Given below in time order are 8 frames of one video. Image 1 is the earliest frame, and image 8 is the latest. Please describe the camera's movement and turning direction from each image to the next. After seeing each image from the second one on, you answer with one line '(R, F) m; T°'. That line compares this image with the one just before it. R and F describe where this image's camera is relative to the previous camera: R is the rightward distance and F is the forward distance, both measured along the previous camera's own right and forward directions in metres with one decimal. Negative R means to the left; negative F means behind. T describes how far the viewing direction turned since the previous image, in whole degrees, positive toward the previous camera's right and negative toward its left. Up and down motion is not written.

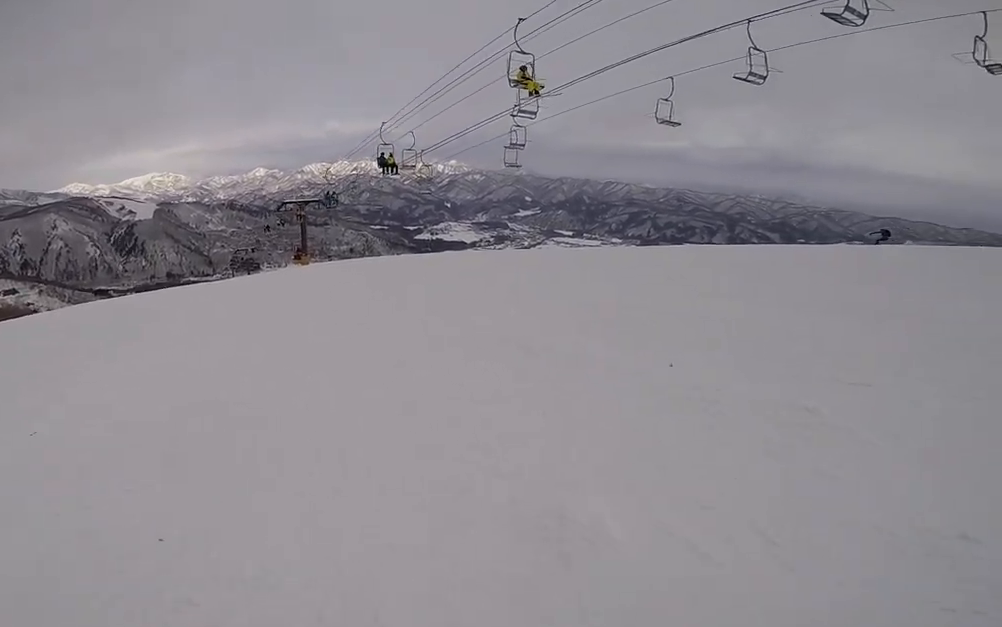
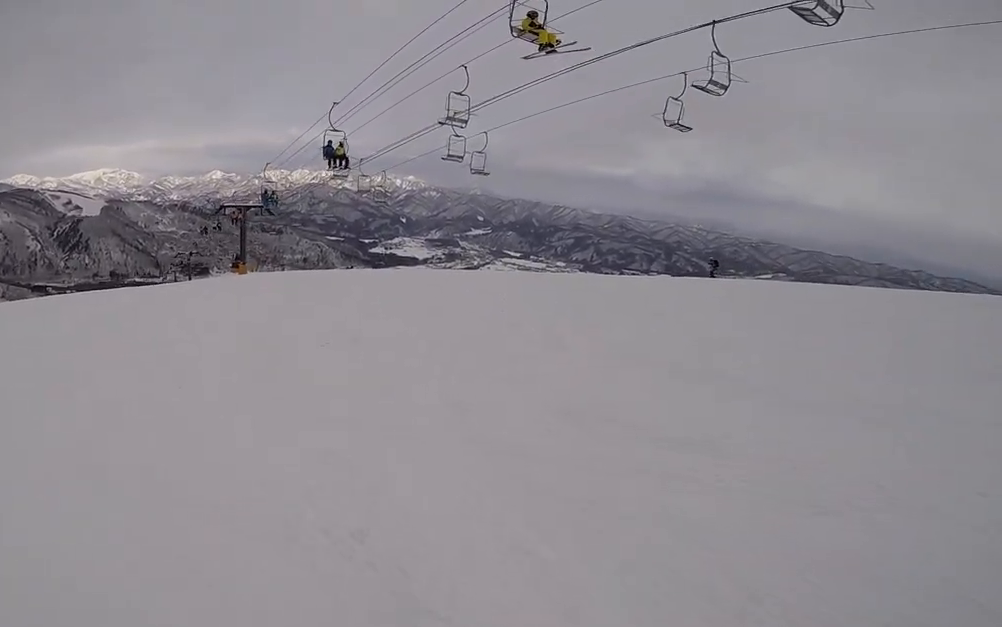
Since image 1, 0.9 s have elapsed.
(+2.2, +3.9) m; +30°
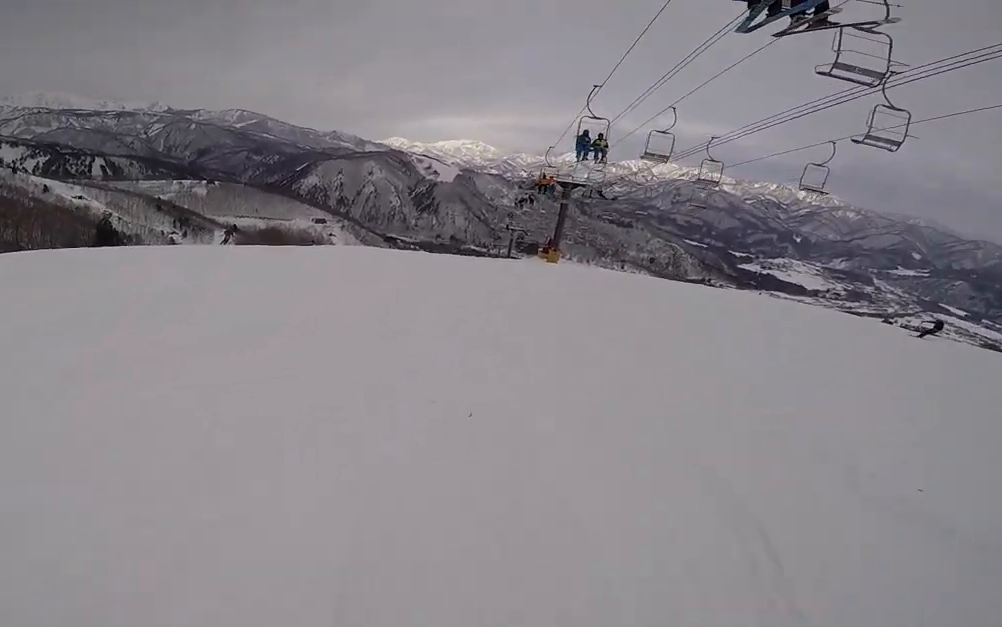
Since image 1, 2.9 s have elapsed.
(-2.5, +9.9) m; -41°
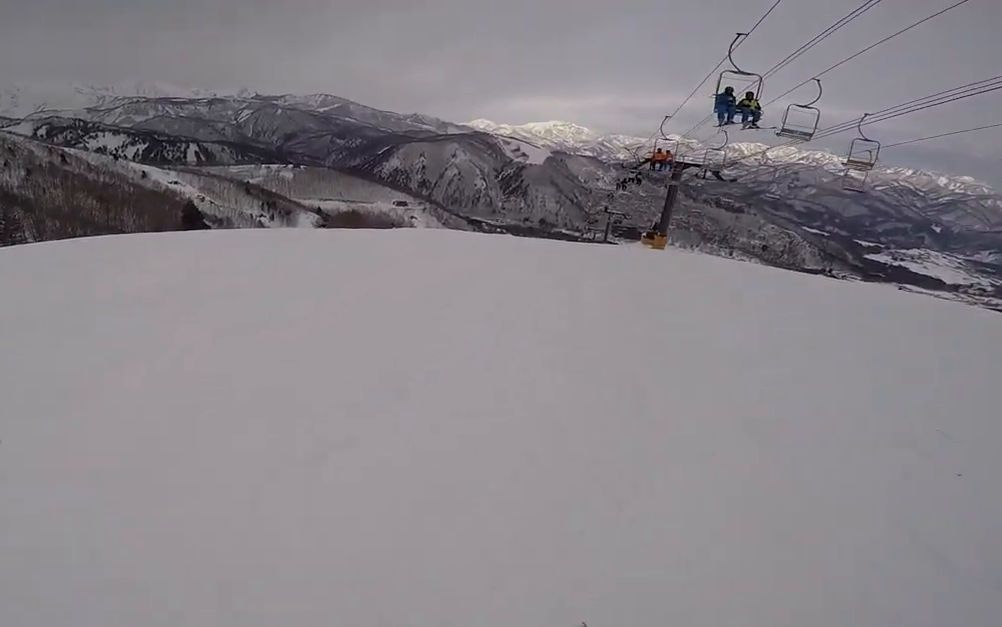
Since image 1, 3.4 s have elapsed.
(-0.5, +2.1) m; -14°
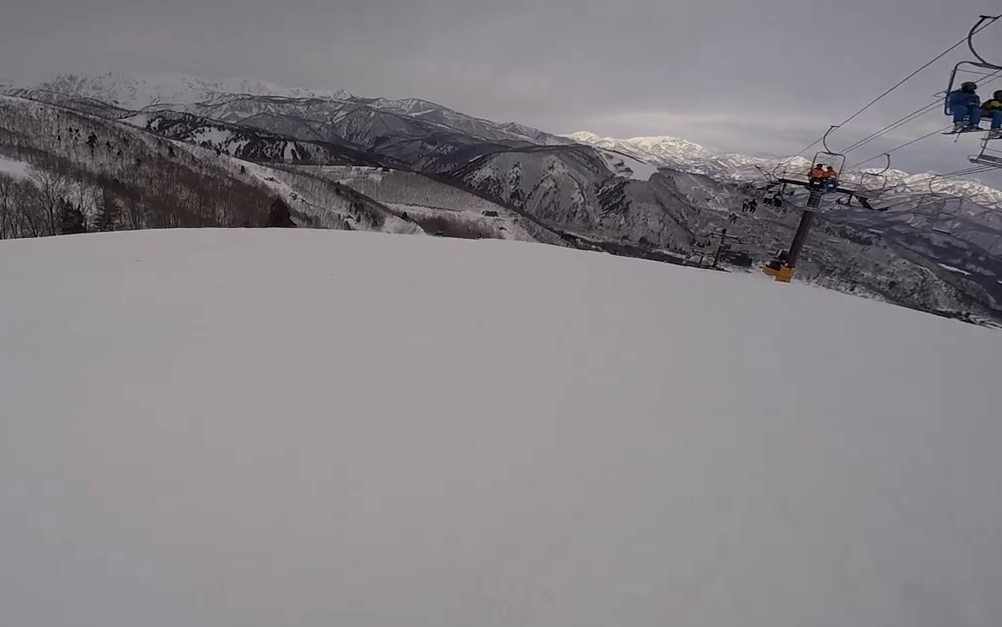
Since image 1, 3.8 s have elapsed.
(+0.1, +2.1) m; -13°
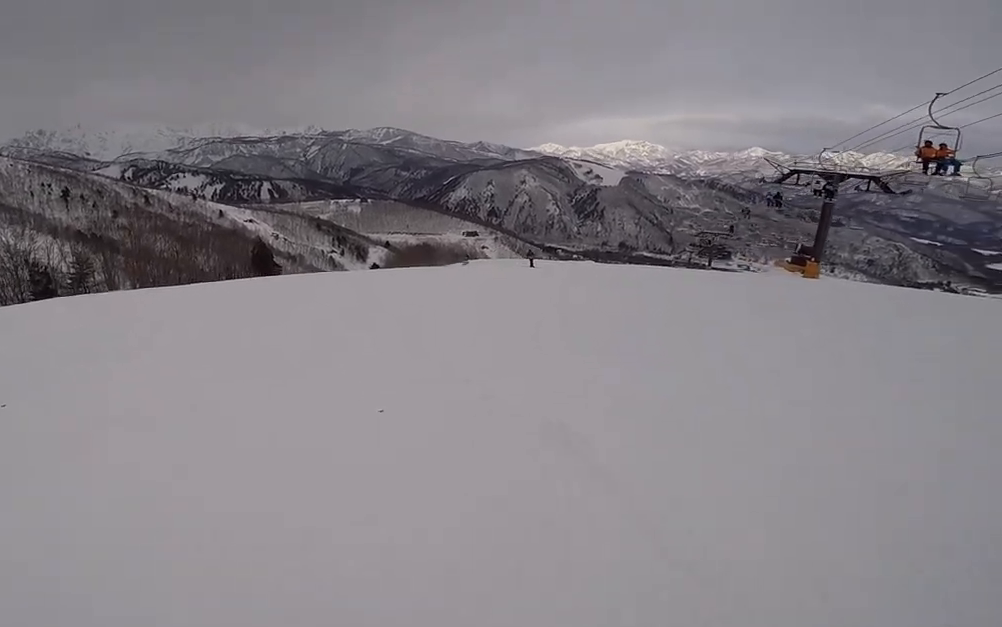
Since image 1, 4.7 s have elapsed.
(-1.2, +4.3) m; -16°
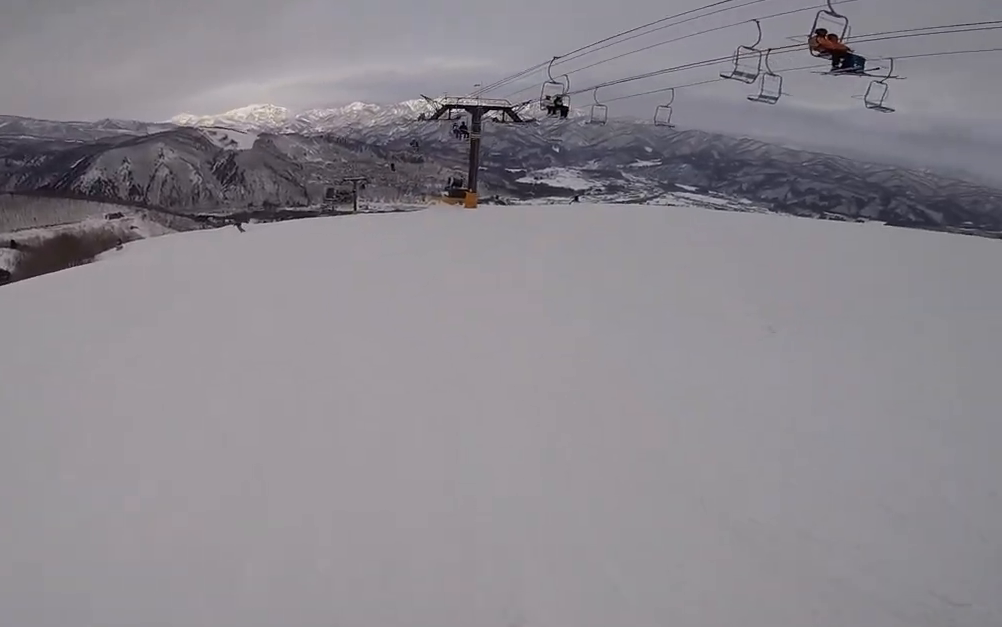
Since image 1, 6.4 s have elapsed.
(+0.9, +8.6) m; +36°
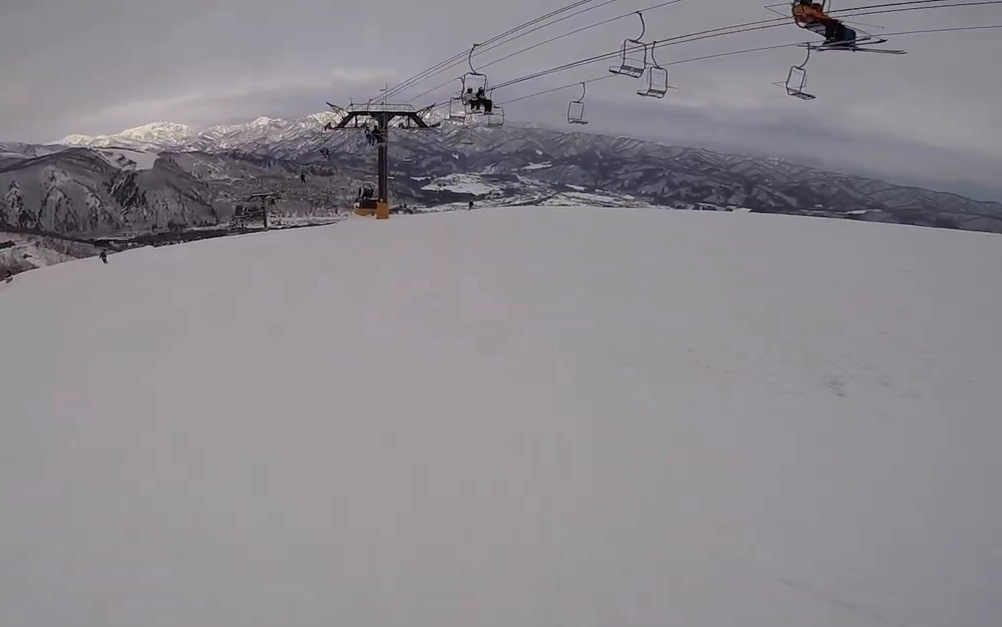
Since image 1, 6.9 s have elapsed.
(-0.1, +2.5) m; +22°
